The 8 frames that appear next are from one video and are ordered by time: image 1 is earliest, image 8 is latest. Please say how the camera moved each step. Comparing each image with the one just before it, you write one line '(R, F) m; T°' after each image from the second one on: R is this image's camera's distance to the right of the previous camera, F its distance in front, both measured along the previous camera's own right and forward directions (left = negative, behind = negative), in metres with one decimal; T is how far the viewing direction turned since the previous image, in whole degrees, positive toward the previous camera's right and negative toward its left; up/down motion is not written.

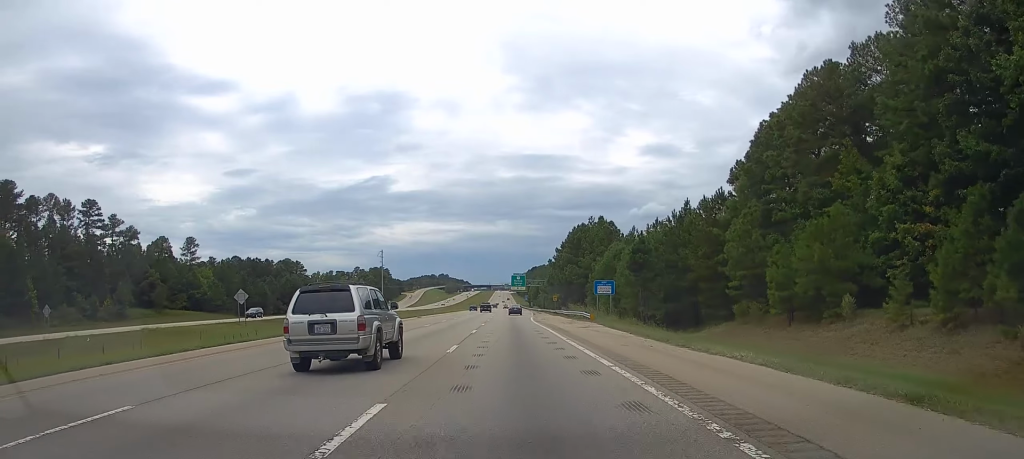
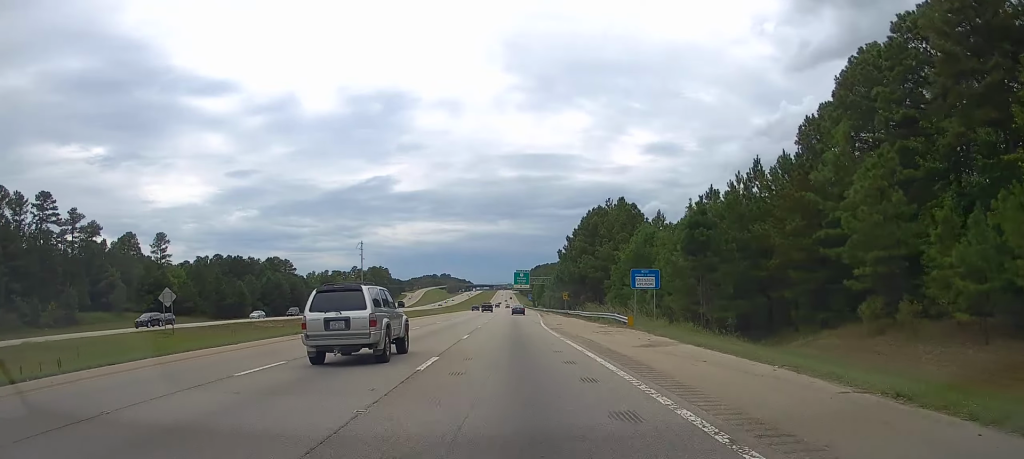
(0.0, +17.4) m; 0°
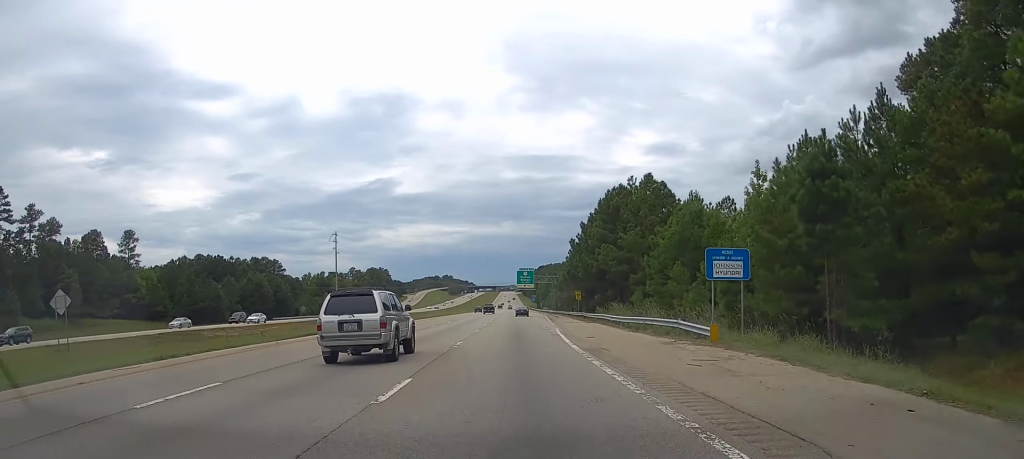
(0.0, +15.9) m; 0°
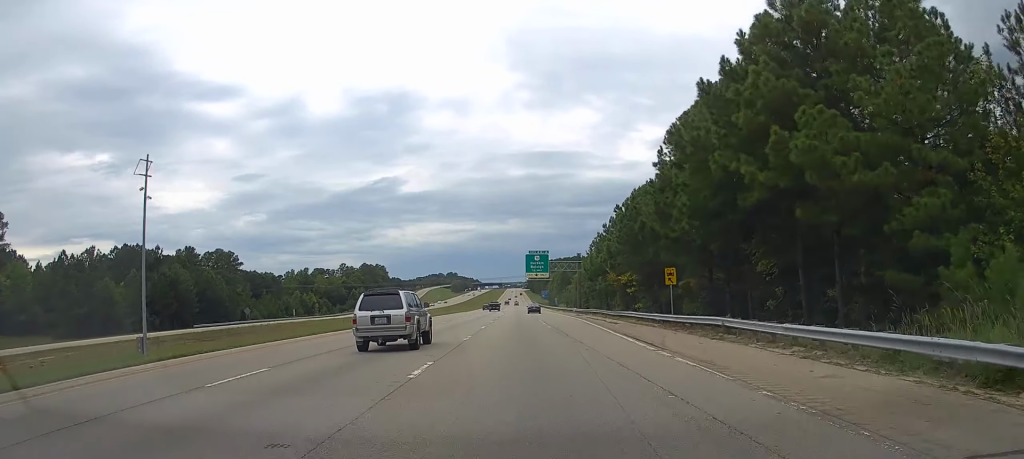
(-0.5, +46.4) m; -1°
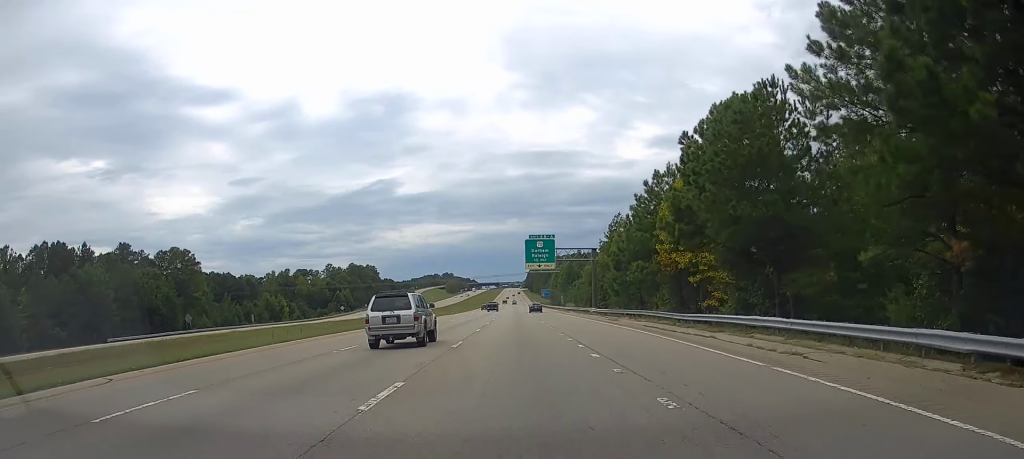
(0.0, +27.8) m; 0°
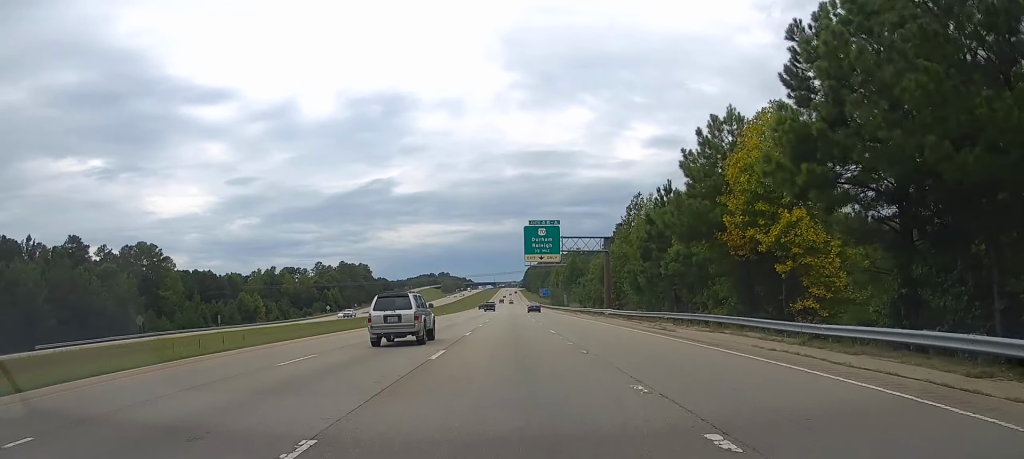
(0.0, +16.6) m; 0°
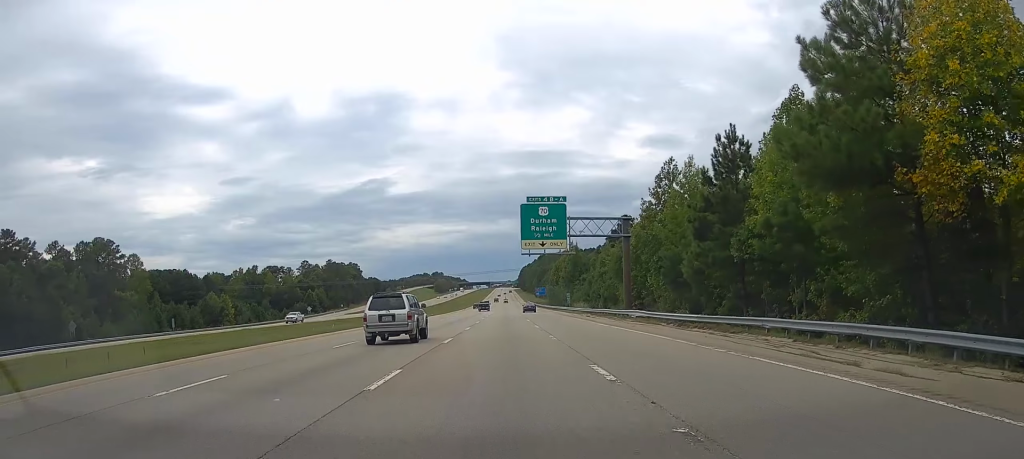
(0.0, +17.8) m; 0°
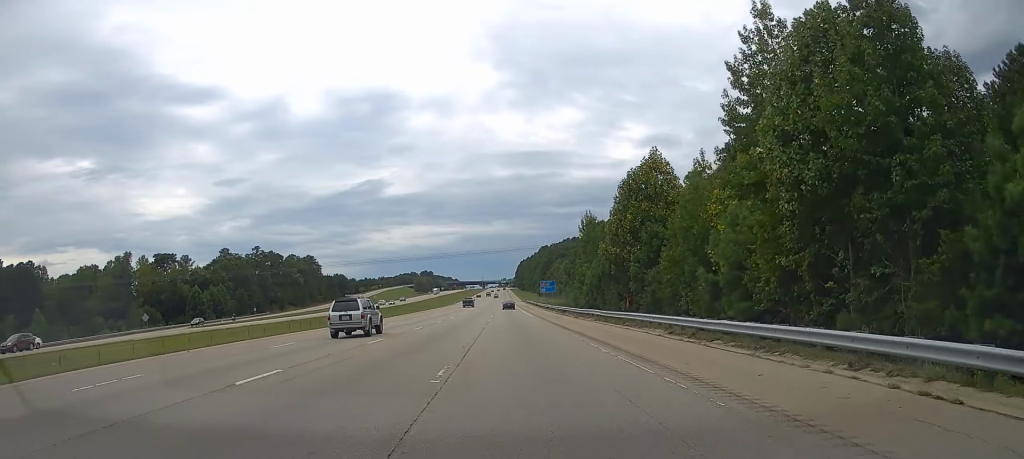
(+1.0, +109.0) m; 0°
